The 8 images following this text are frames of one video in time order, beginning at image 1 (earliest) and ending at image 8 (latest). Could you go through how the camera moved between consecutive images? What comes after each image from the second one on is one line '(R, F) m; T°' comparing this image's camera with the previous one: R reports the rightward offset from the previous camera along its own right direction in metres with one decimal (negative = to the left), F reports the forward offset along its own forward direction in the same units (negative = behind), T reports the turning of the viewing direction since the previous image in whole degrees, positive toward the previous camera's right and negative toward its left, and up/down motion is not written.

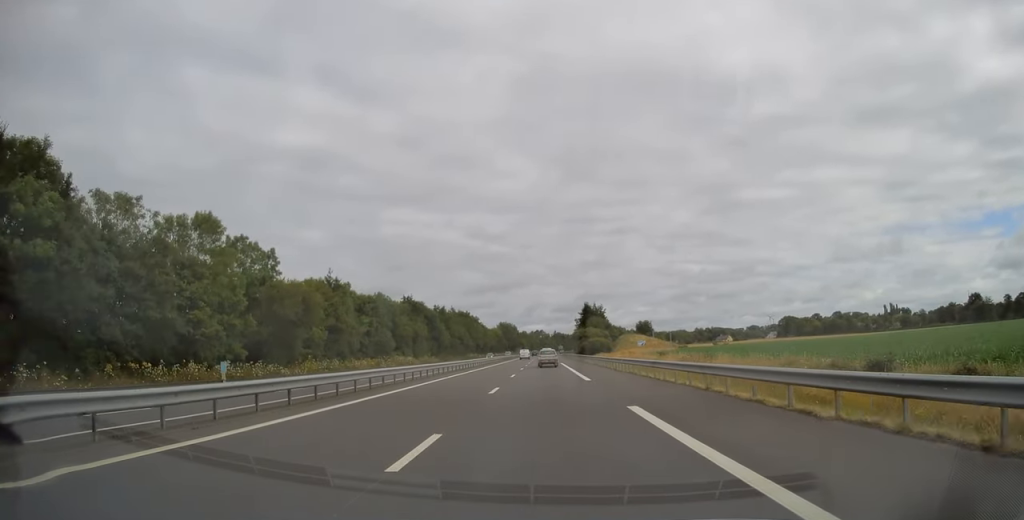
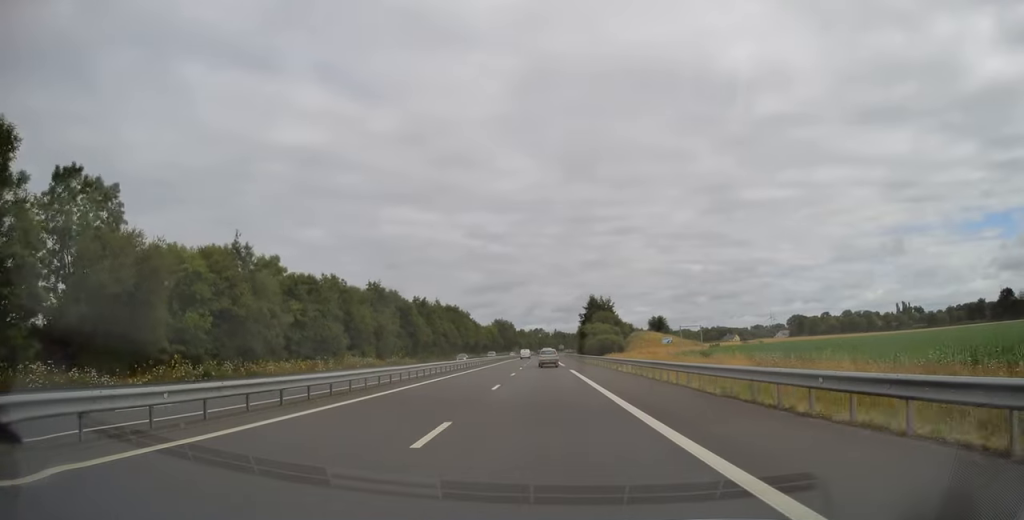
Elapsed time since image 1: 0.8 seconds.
(0.0, +24.2) m; 0°
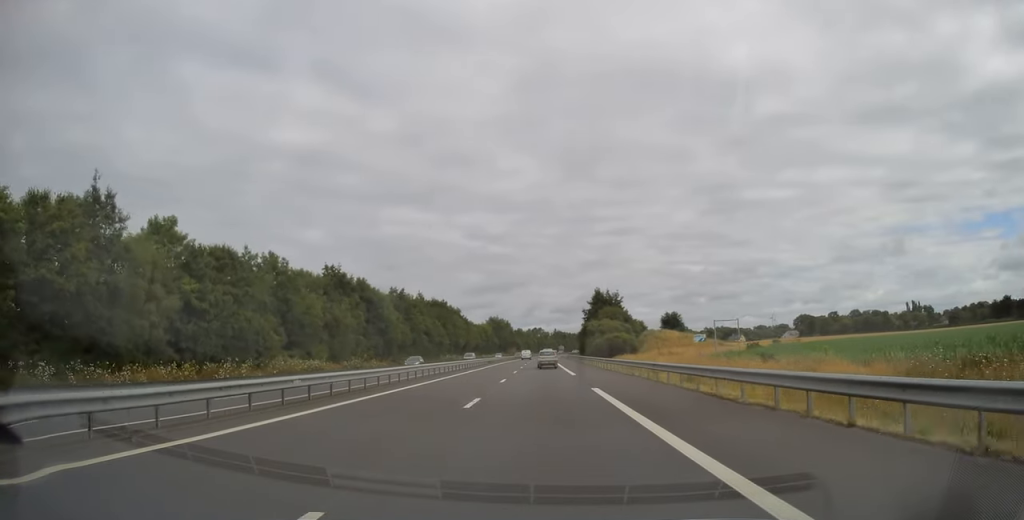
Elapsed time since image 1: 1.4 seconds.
(0.0, +19.6) m; 0°
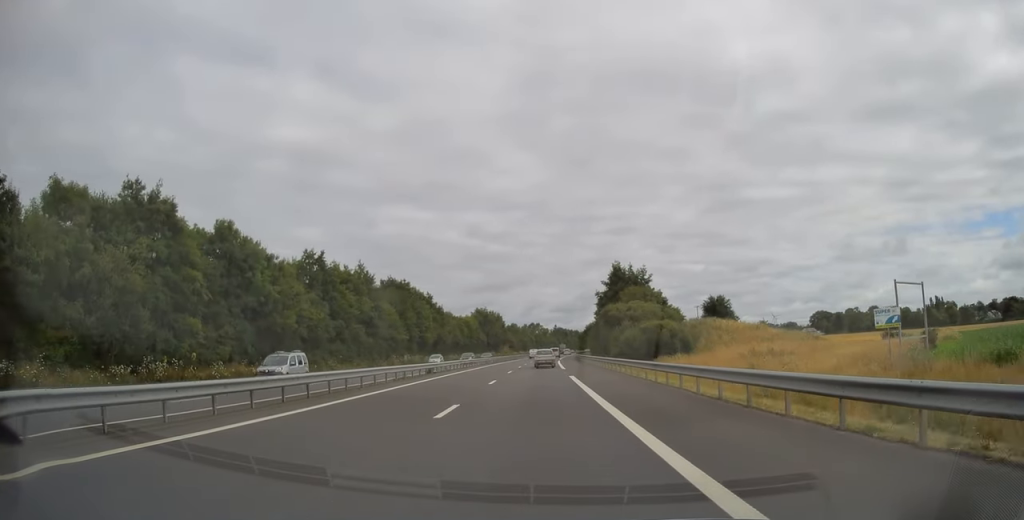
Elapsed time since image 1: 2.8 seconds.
(+0.1, +41.4) m; 0°
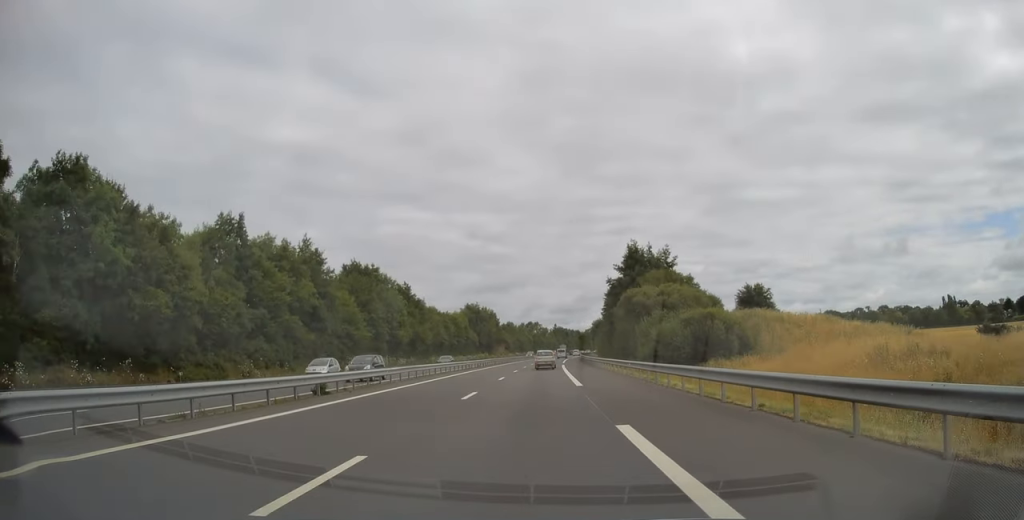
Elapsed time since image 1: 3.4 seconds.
(0.0, +20.6) m; 0°
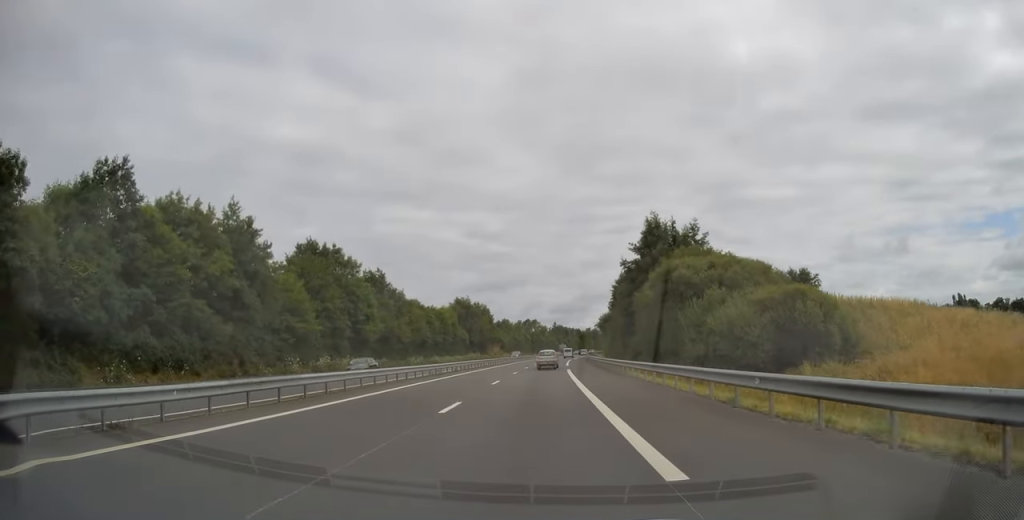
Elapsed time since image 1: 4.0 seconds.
(0.0, +17.0) m; 0°
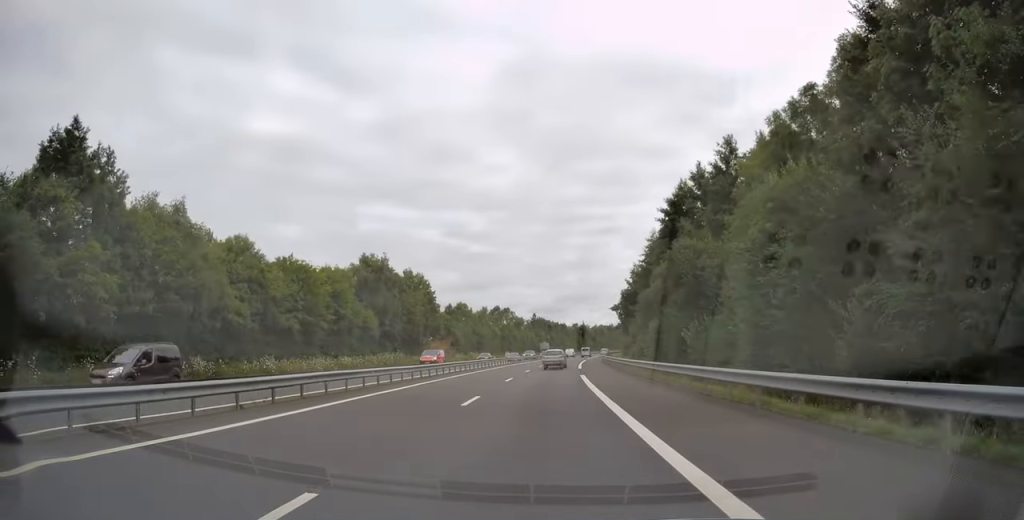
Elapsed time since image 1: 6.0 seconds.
(+0.5, +62.9) m; +1°
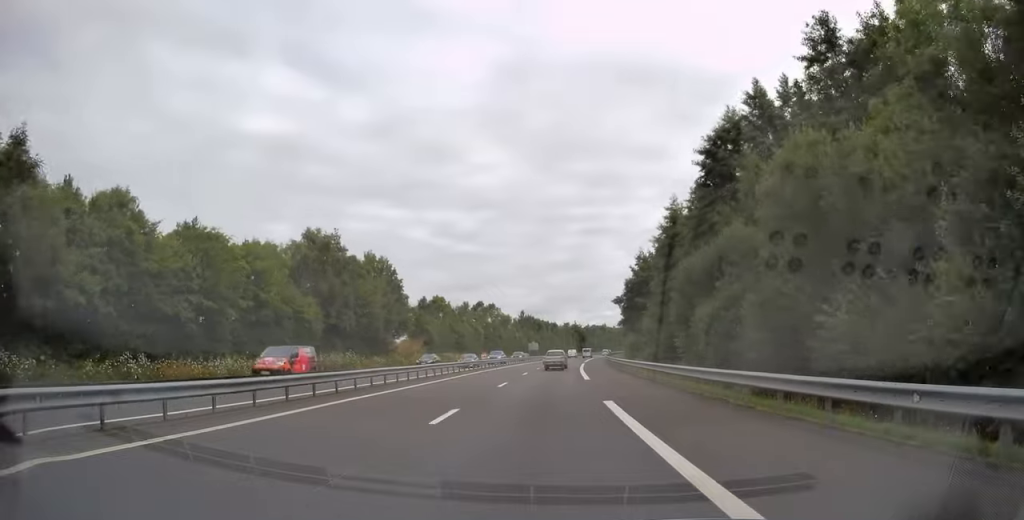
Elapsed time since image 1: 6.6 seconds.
(0.0, +17.0) m; +1°
